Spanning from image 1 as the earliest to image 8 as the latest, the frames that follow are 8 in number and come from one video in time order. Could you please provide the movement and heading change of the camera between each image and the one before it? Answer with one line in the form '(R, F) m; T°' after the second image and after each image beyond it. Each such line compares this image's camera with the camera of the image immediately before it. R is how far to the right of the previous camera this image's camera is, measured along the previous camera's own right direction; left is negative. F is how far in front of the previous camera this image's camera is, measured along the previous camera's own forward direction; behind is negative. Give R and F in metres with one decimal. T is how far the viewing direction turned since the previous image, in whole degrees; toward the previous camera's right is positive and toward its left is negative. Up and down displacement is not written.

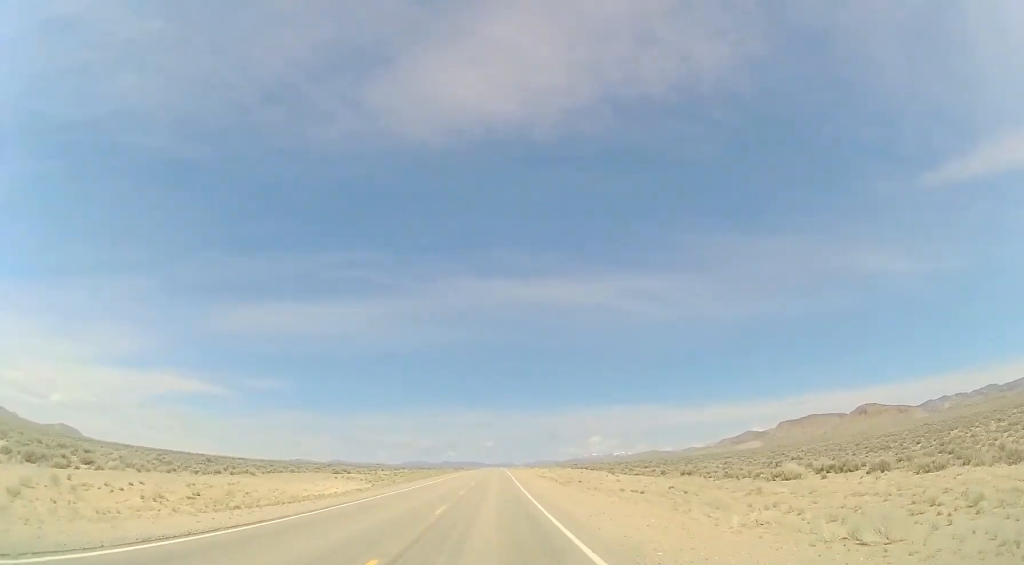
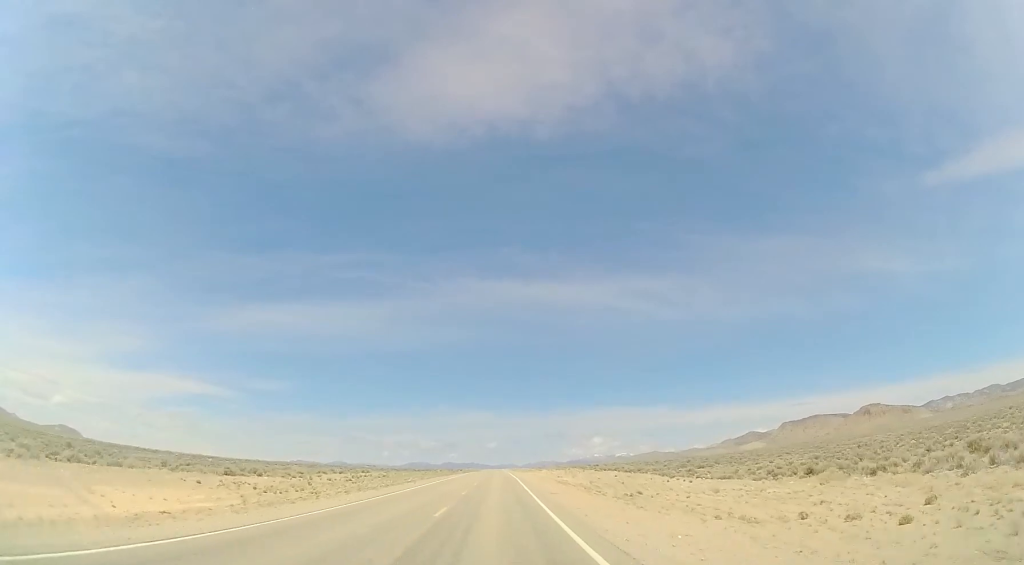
(0.0, +25.5) m; 0°
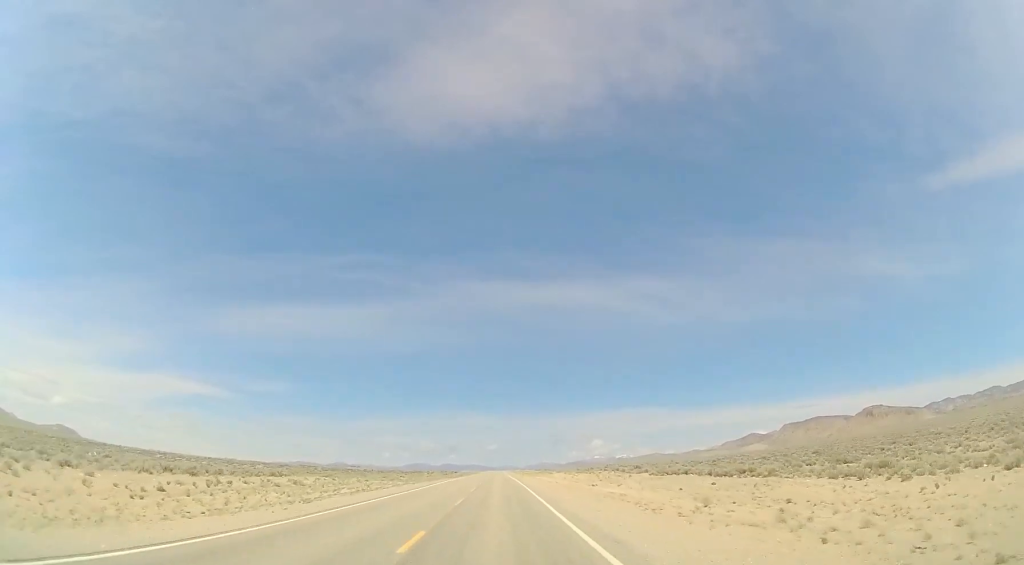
(-0.3, +31.4) m; -1°
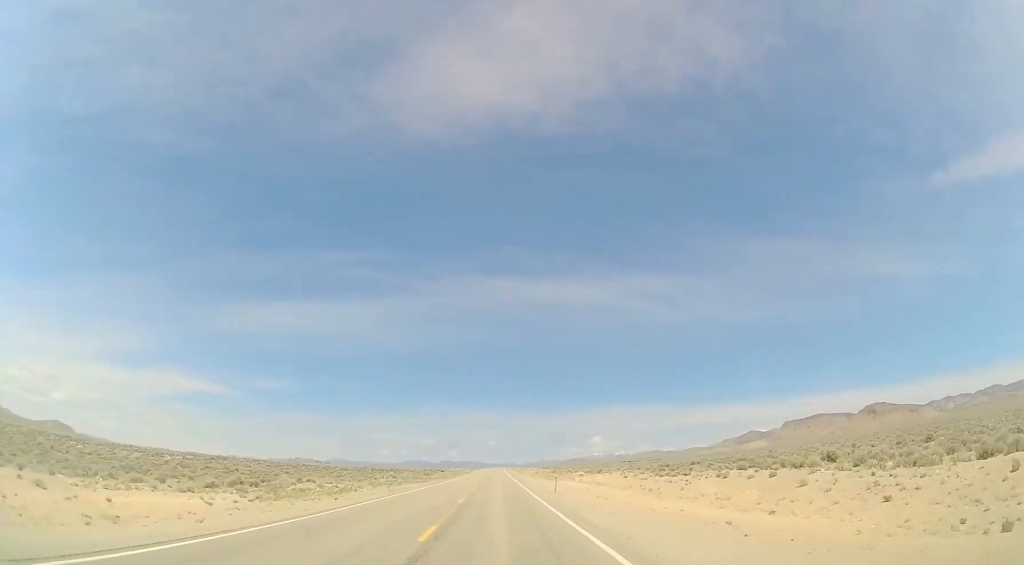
(-0.4, +47.3) m; 0°
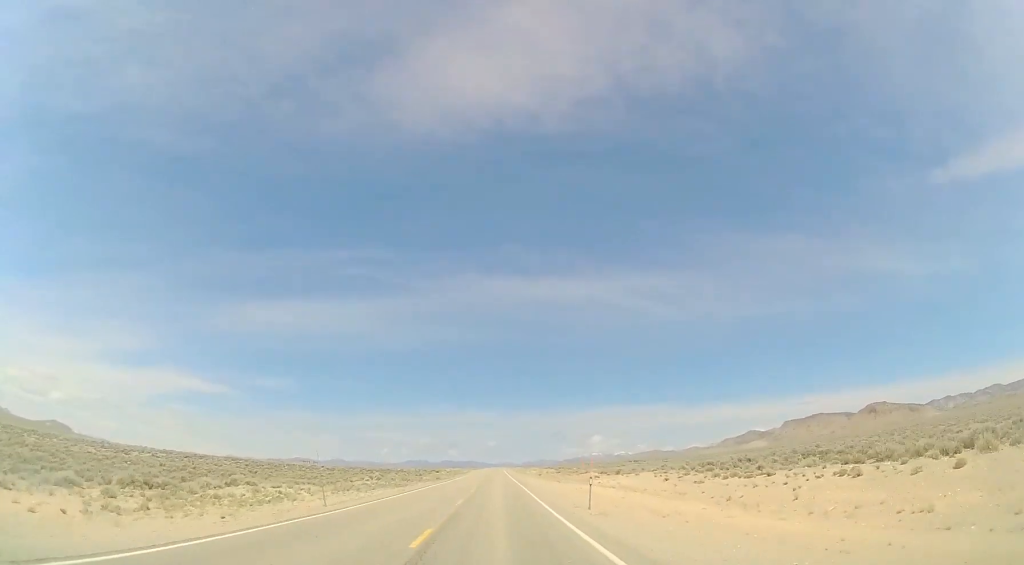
(+0.2, +13.1) m; 0°
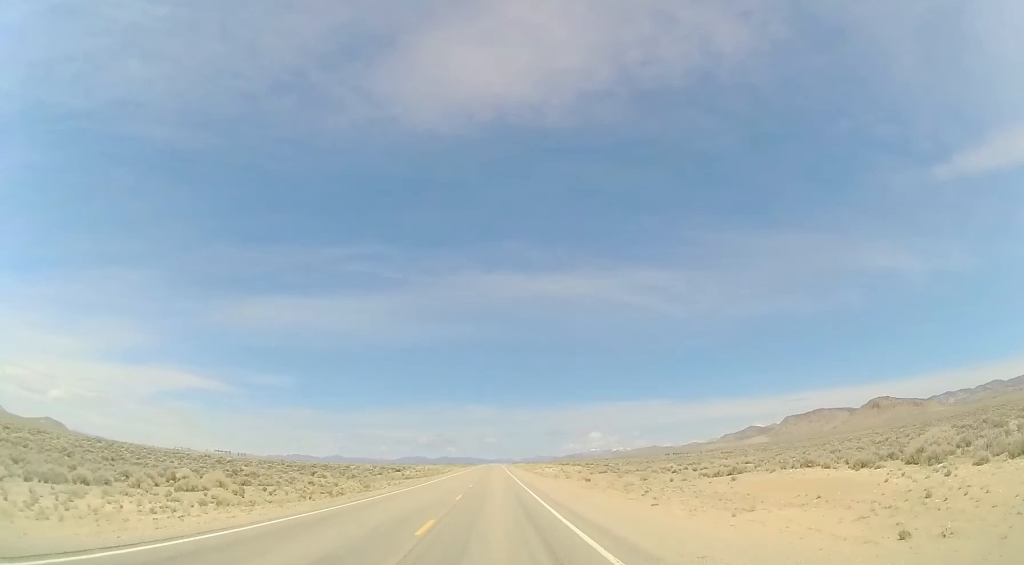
(-0.2, +60.6) m; -1°
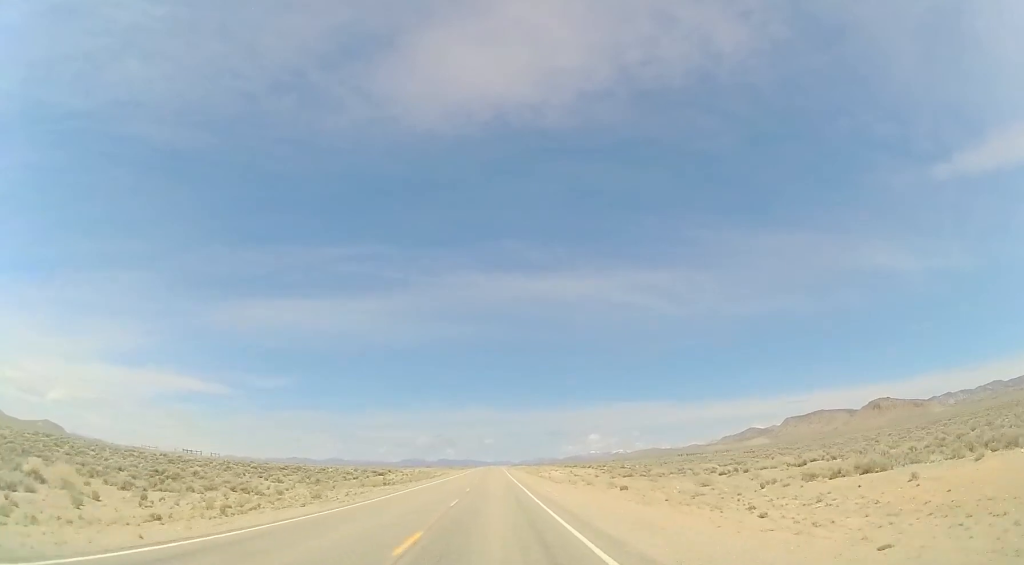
(-0.1, +14.5) m; 0°
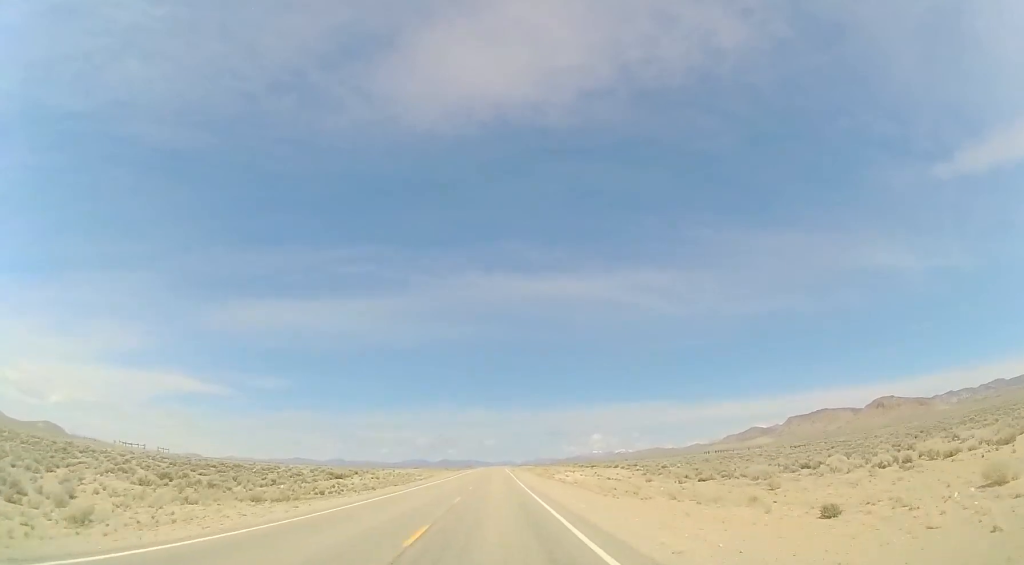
(+0.3, +23.1) m; +1°
